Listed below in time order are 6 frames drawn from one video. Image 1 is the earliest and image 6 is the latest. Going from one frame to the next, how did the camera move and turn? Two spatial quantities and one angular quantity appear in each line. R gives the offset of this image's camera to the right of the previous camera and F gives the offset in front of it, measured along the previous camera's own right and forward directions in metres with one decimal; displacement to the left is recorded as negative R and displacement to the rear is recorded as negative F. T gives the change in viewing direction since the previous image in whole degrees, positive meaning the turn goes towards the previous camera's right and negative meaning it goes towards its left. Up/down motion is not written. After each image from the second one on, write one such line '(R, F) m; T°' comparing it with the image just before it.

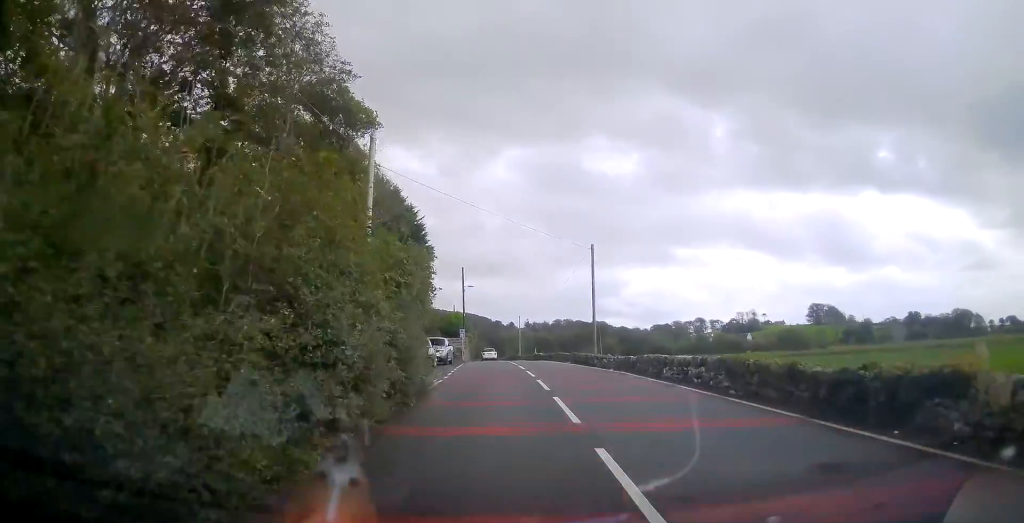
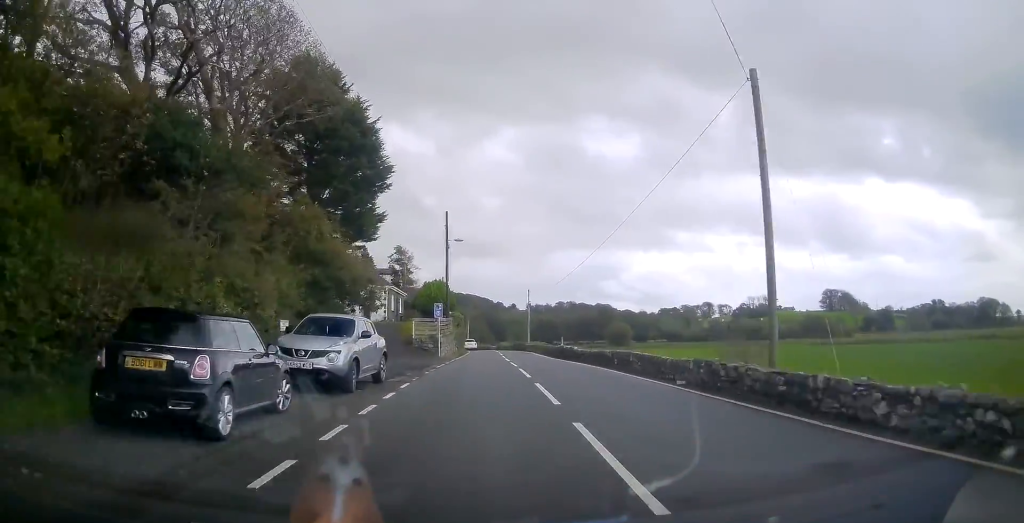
(+1.1, +22.7) m; +4°
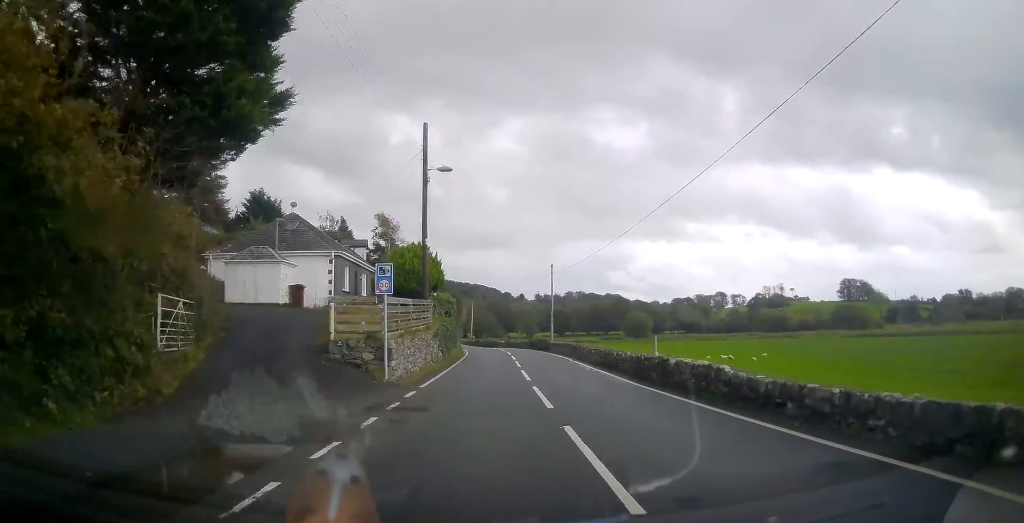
(0.0, +18.1) m; -1°
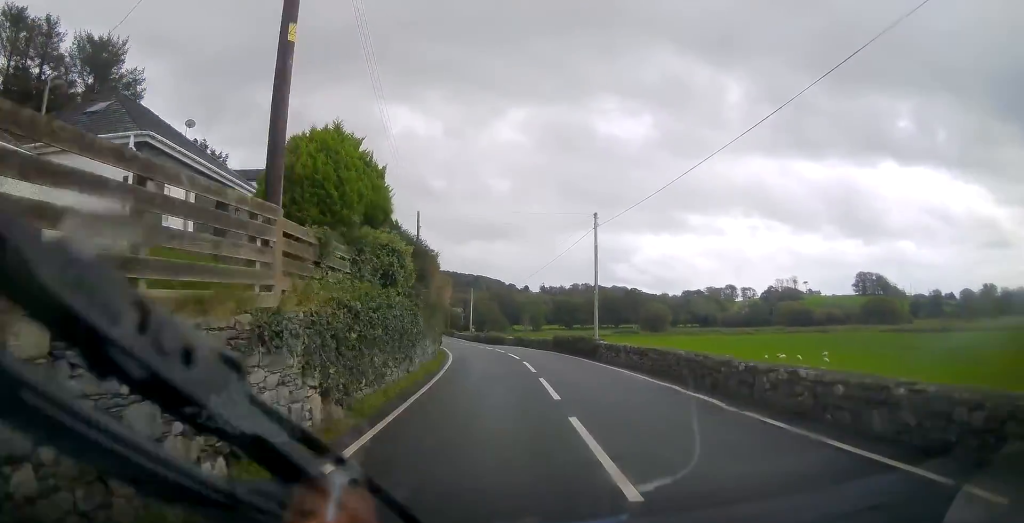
(-0.1, +17.7) m; 0°
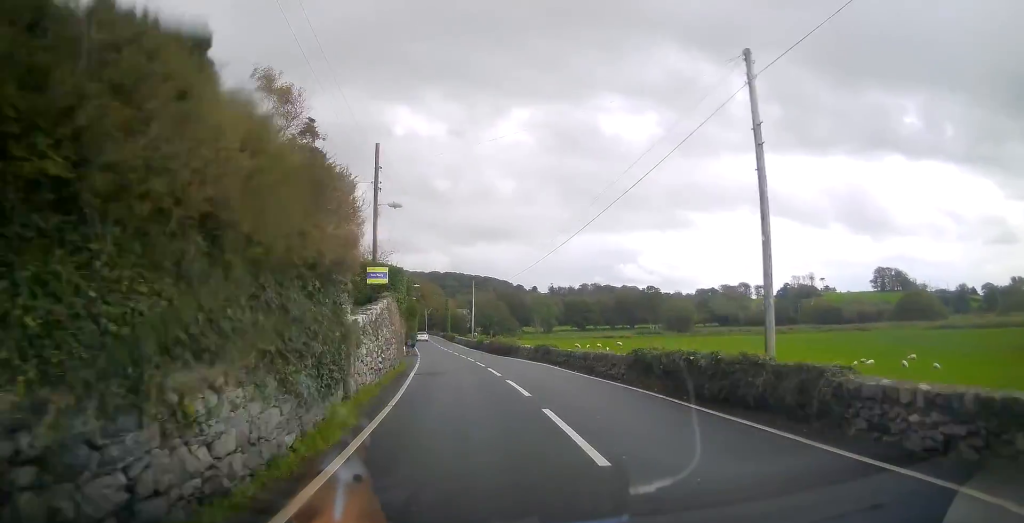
(0.0, +17.0) m; -1°
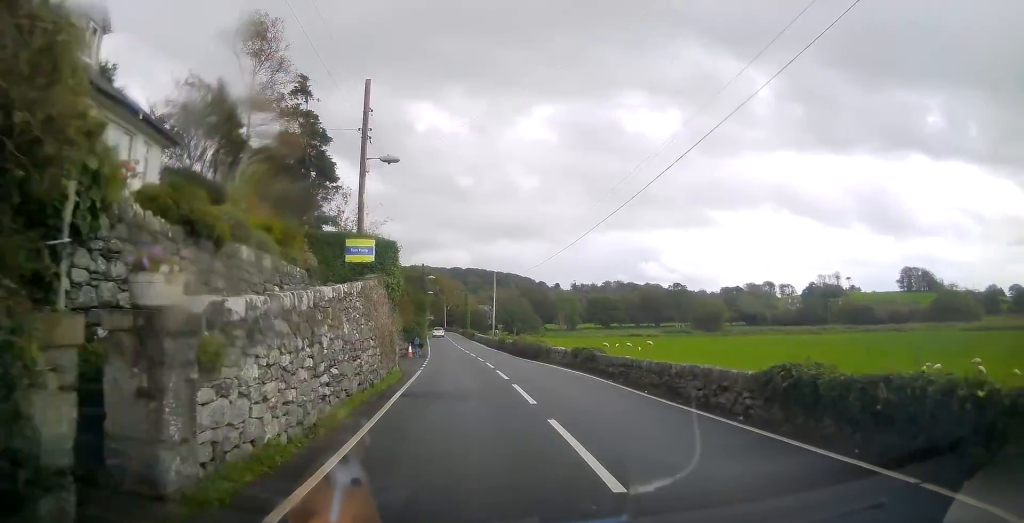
(-0.1, +6.9) m; -1°
